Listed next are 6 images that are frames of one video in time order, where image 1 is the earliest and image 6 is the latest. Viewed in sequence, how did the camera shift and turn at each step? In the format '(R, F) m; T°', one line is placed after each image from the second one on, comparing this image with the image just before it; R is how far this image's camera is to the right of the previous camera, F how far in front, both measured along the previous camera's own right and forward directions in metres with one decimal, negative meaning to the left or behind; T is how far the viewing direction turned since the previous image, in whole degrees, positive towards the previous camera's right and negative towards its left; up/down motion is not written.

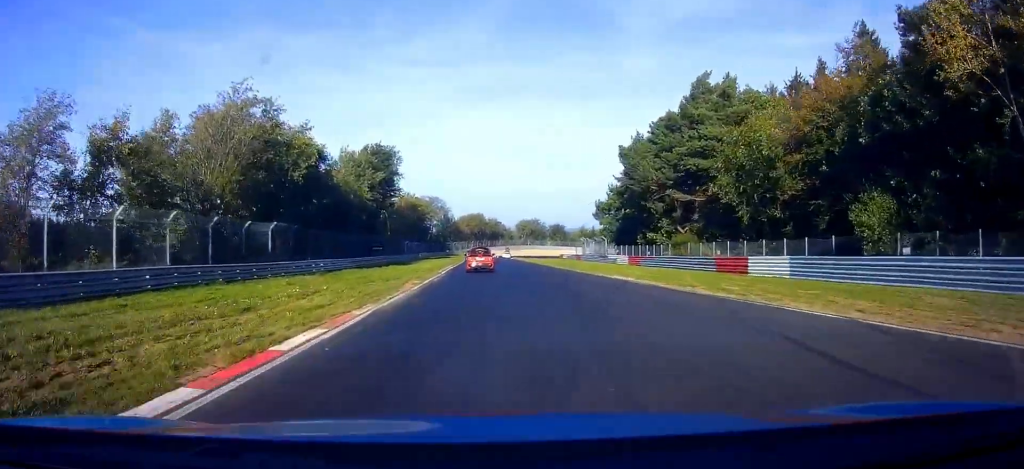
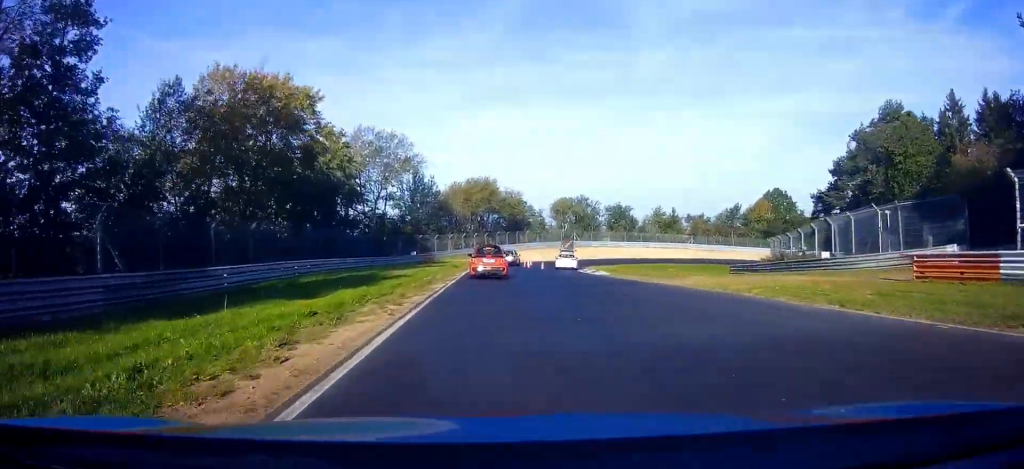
(-3.3, +81.7) m; -5°
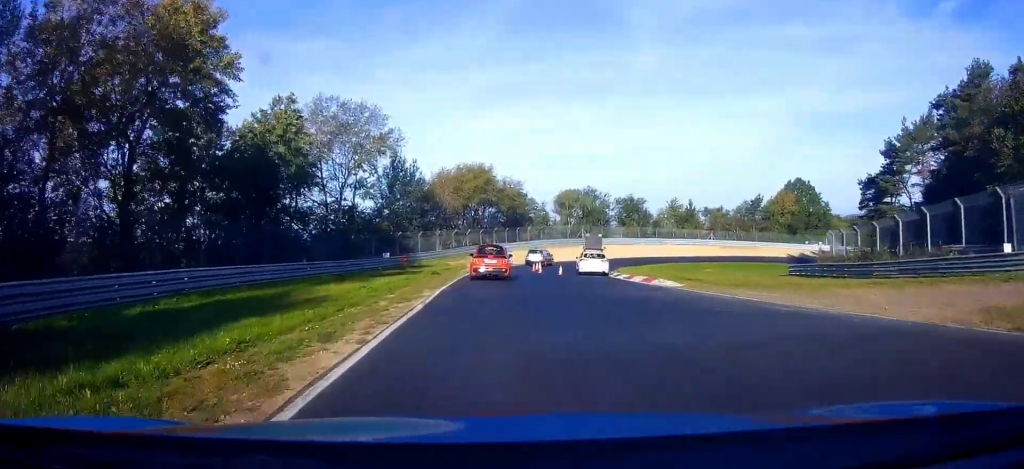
(-0.6, +14.2) m; -1°
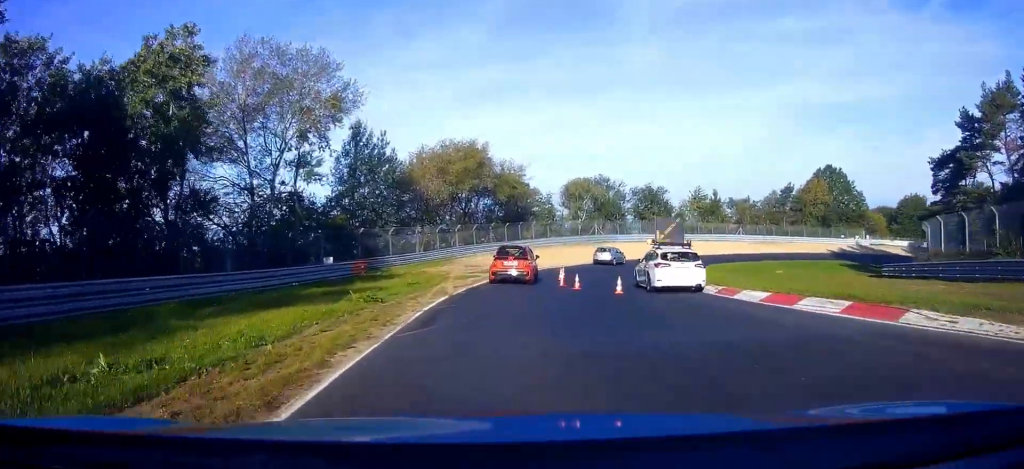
(+0.4, +16.0) m; +1°
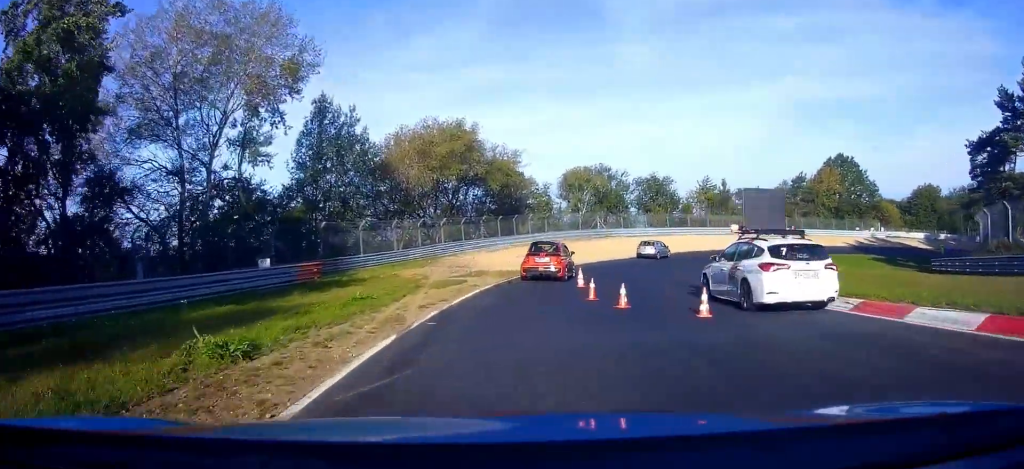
(0.0, +8.0) m; 0°
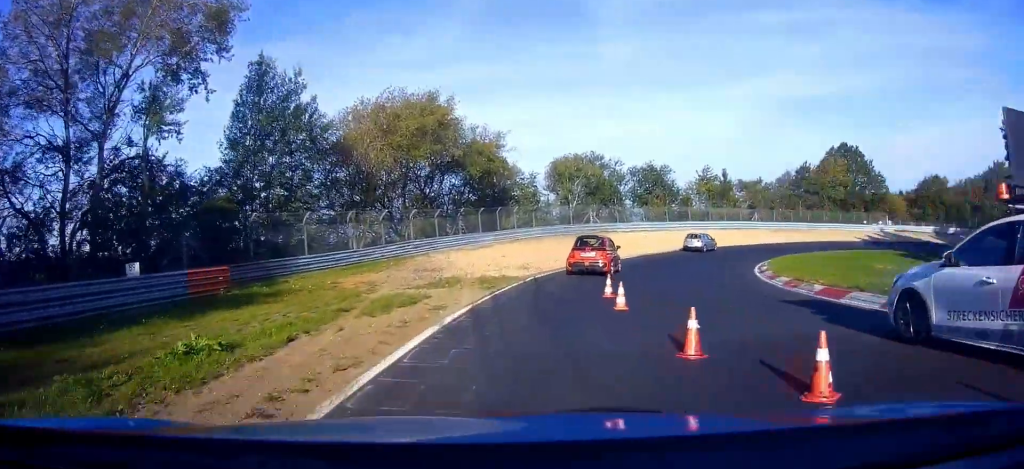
(0.0, +8.9) m; +1°
